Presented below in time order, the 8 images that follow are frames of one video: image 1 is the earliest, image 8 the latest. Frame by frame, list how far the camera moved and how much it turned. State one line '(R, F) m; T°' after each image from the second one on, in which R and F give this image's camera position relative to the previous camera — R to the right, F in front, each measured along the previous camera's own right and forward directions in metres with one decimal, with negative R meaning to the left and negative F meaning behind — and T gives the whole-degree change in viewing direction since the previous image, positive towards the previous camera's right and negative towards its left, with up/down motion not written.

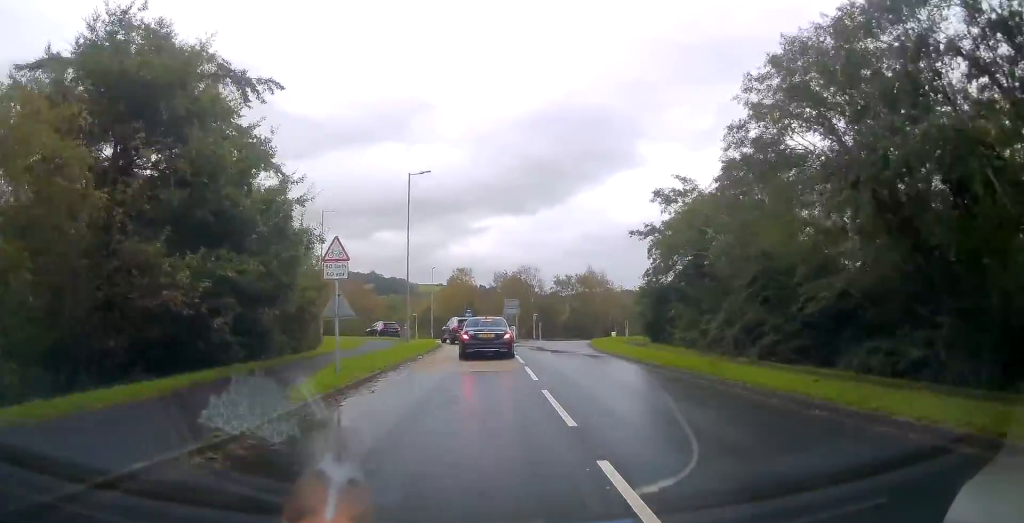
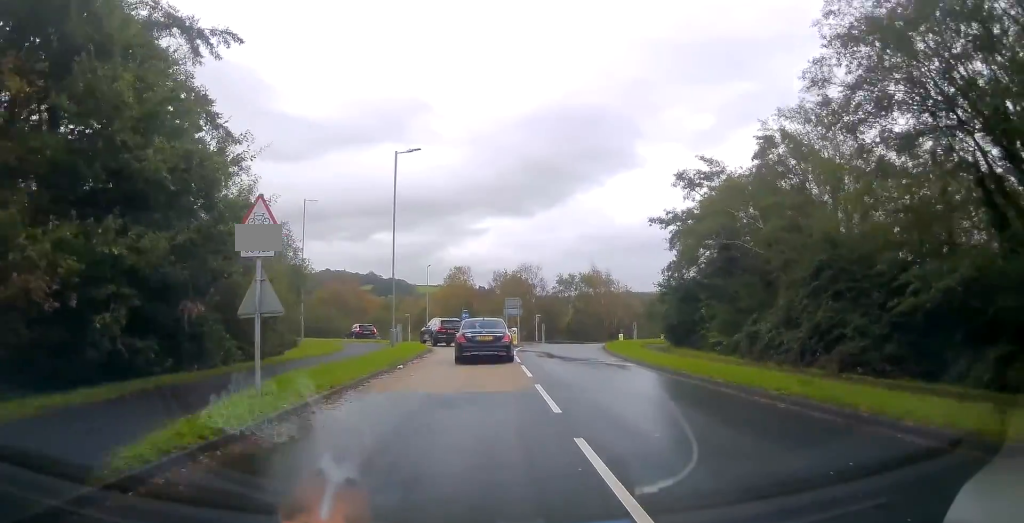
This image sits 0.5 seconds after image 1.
(+0.2, +4.9) m; 0°
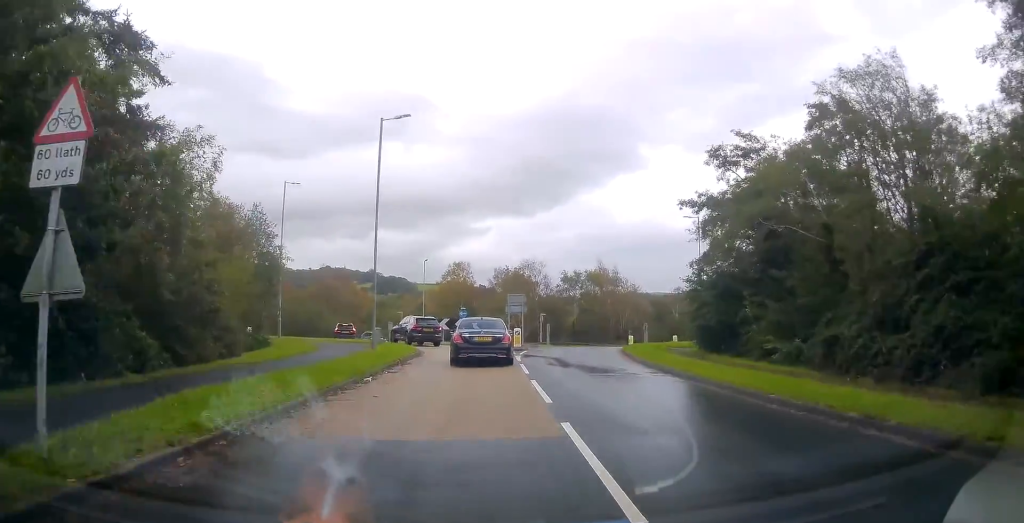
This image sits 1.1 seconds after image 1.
(+0.4, +5.1) m; -1°
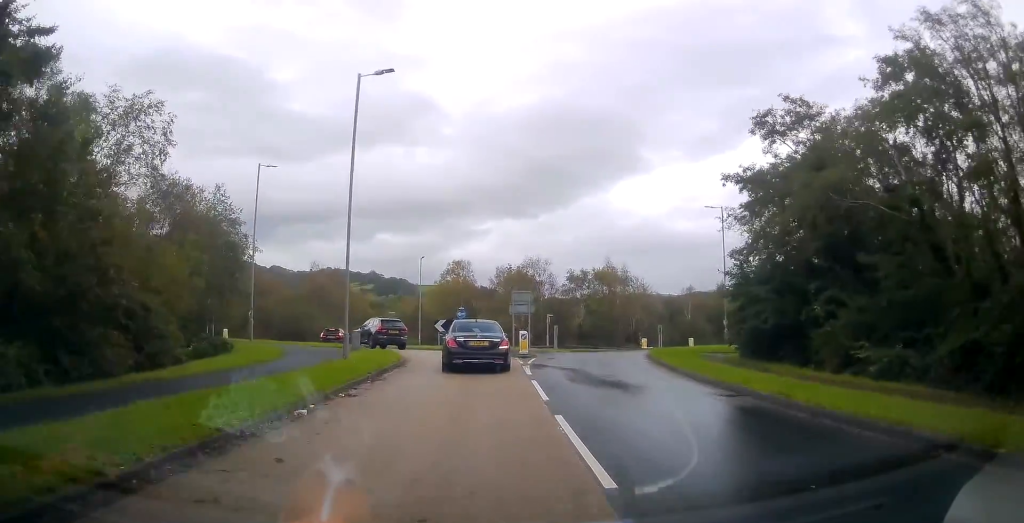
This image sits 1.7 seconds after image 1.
(-0.5, +5.0) m; -1°
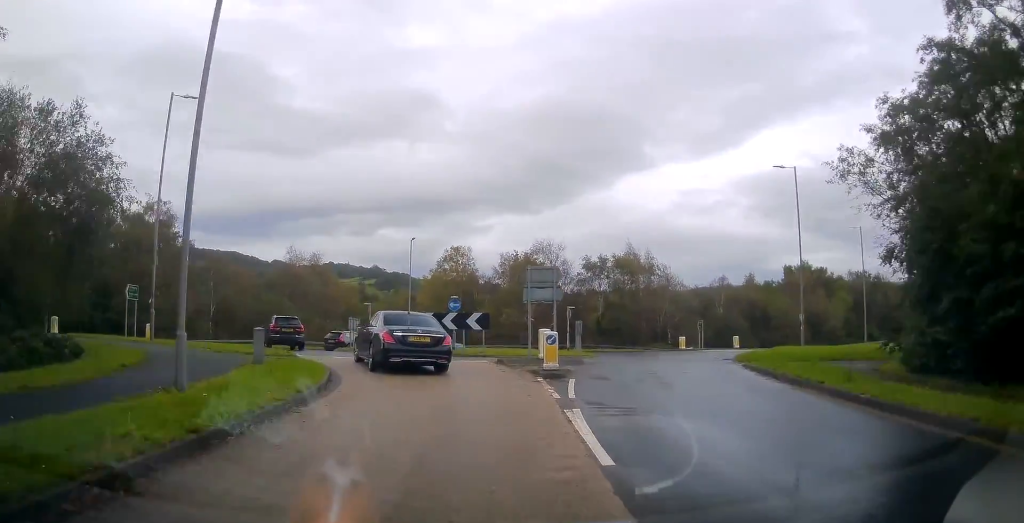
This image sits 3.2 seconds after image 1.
(+0.1, +11.4) m; +3°
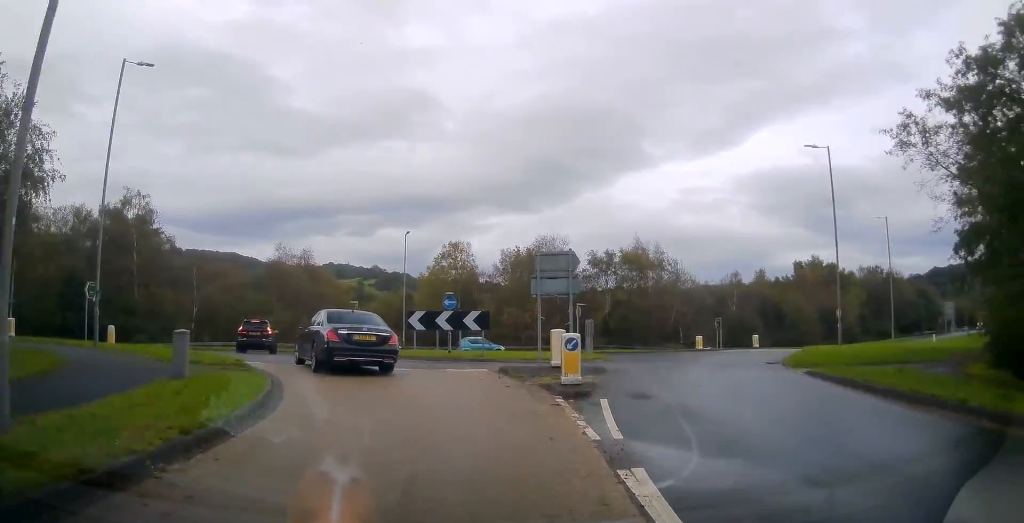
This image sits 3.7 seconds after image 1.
(+0.1, +3.9) m; -1°
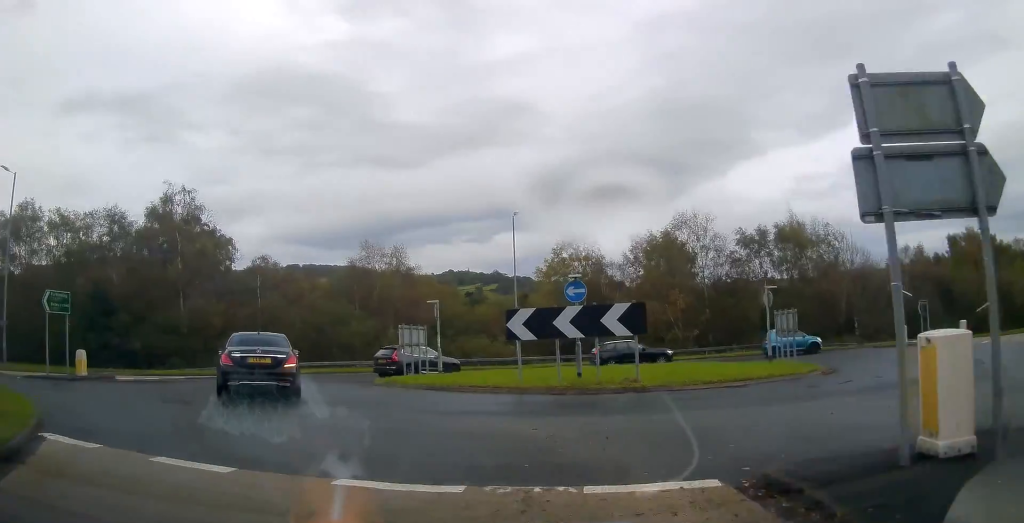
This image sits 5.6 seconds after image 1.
(-1.0, +11.4) m; -15°
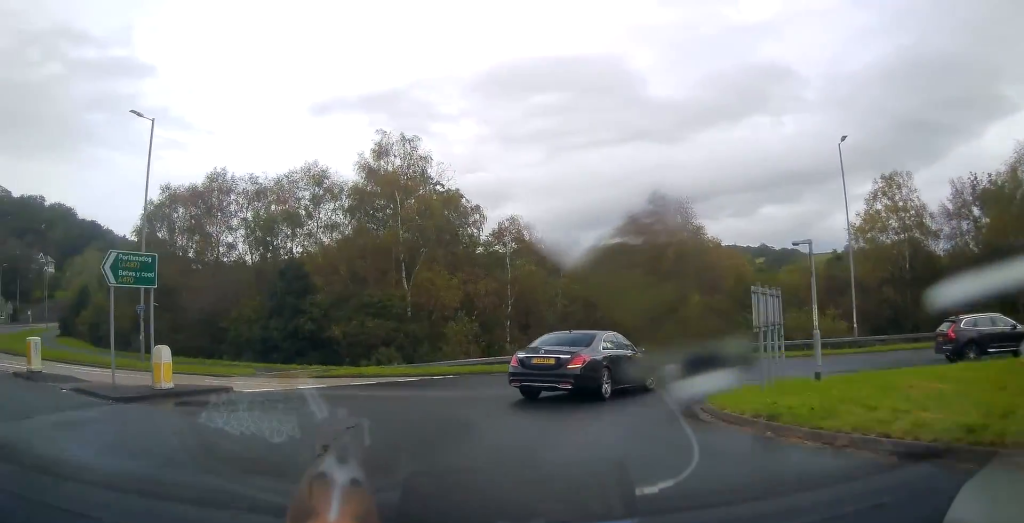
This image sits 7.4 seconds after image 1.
(-2.3, +10.6) m; -20°
